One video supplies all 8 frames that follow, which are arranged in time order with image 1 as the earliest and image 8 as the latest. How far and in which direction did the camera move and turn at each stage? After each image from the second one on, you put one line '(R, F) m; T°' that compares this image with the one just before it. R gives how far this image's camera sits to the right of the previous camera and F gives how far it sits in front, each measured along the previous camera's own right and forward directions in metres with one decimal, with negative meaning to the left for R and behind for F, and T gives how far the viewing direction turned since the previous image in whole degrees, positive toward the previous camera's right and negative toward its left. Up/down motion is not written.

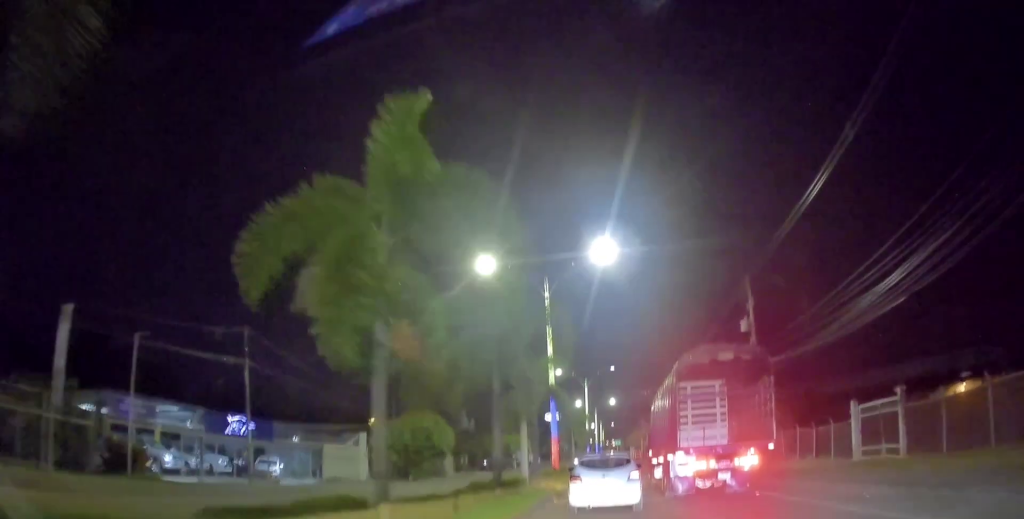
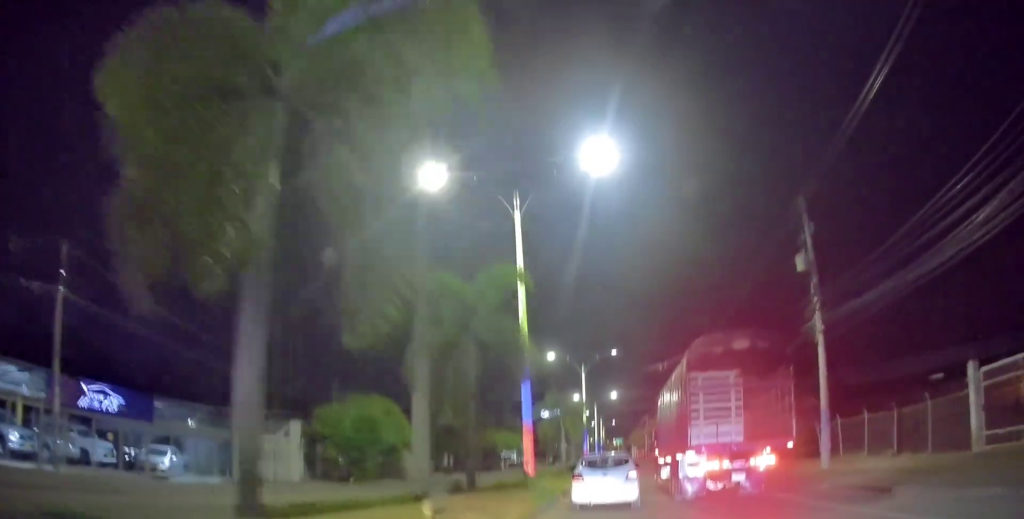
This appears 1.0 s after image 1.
(+0.1, +9.1) m; -2°
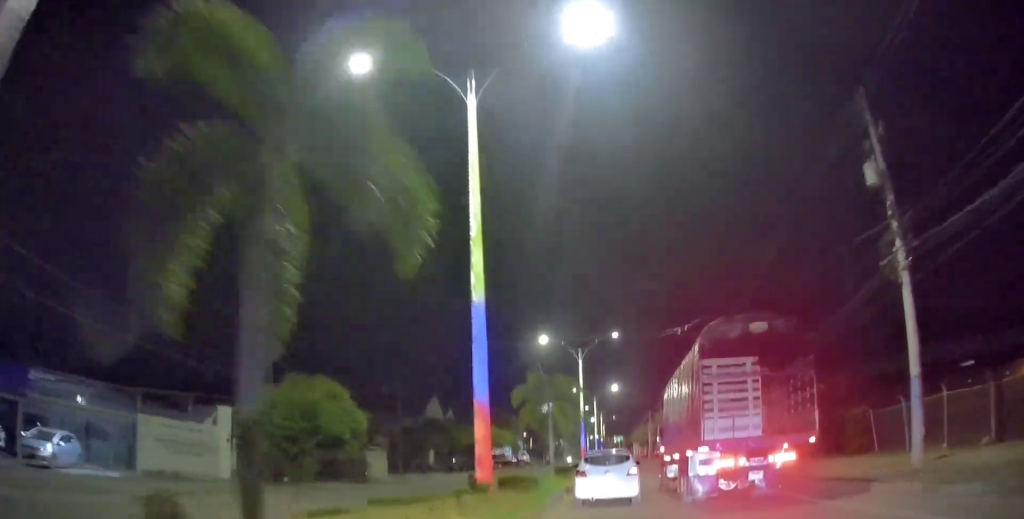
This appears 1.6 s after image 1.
(-0.2, +6.6) m; 0°
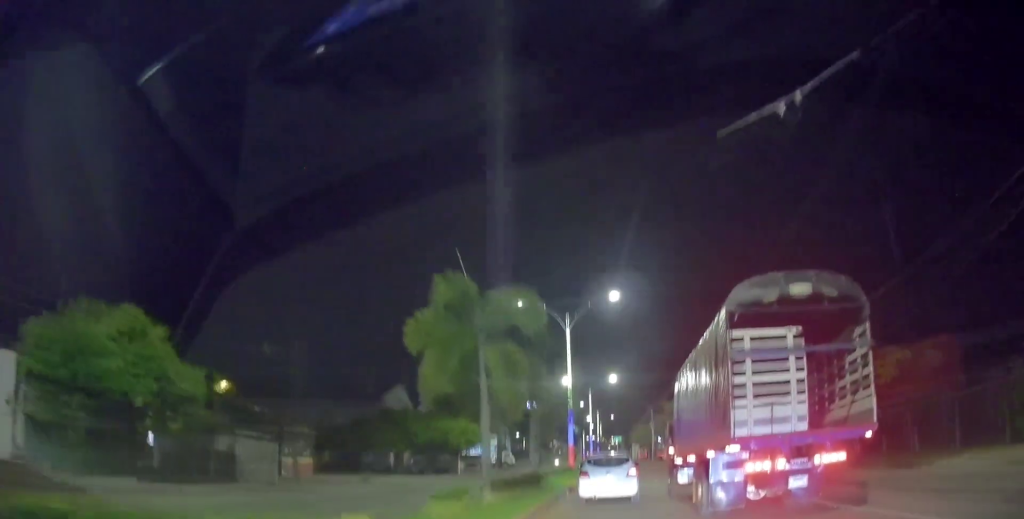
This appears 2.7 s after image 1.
(+0.1, +12.6) m; 0°
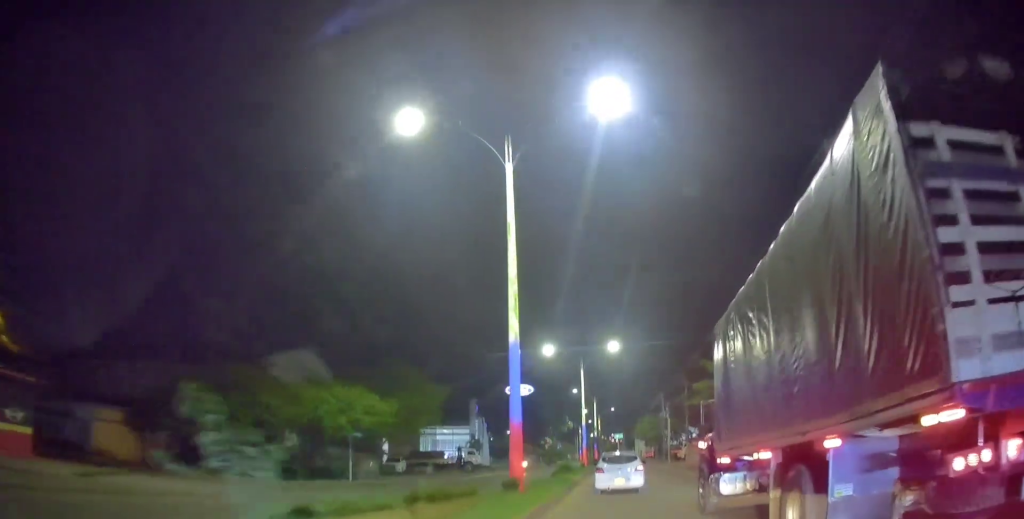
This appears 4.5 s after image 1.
(-0.5, +21.5) m; -2°
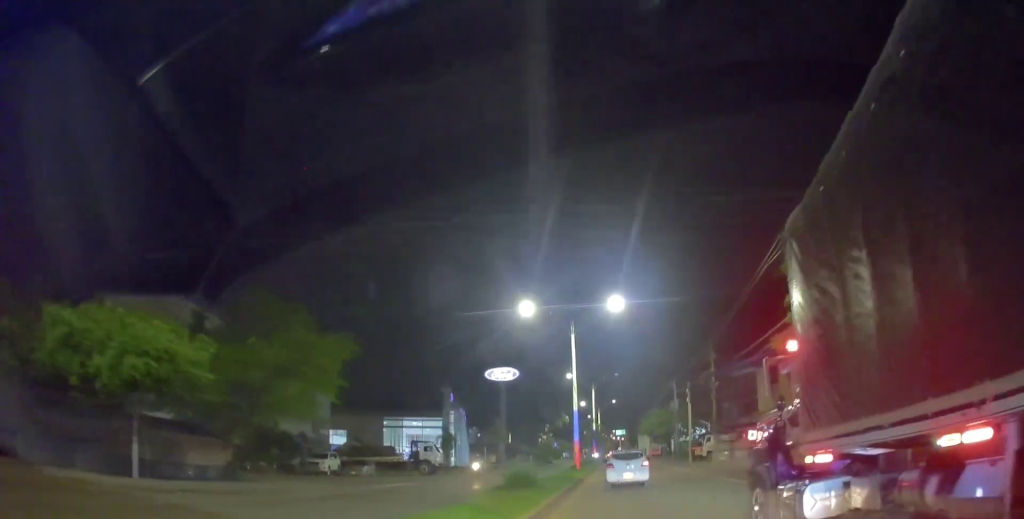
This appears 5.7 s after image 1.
(0.0, +14.8) m; 0°
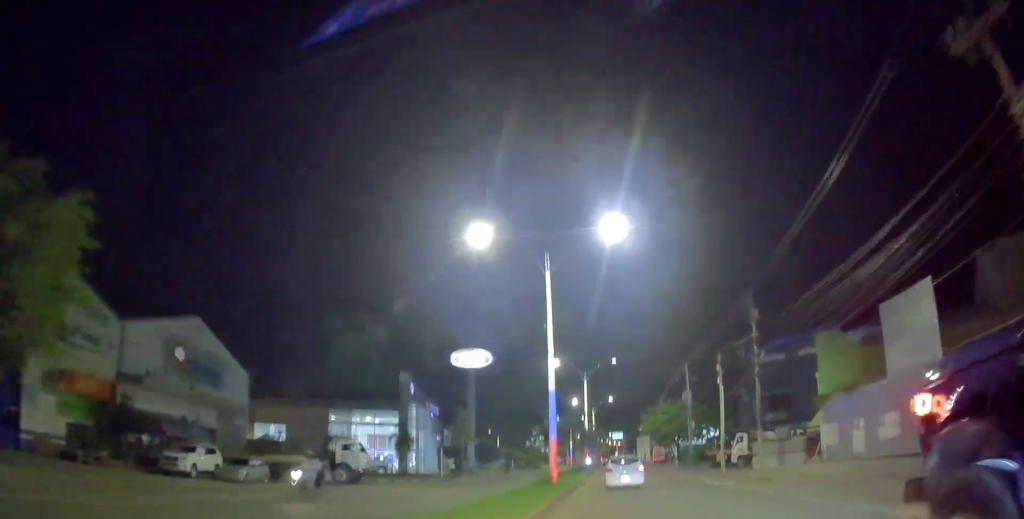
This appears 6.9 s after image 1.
(0.0, +14.0) m; 0°
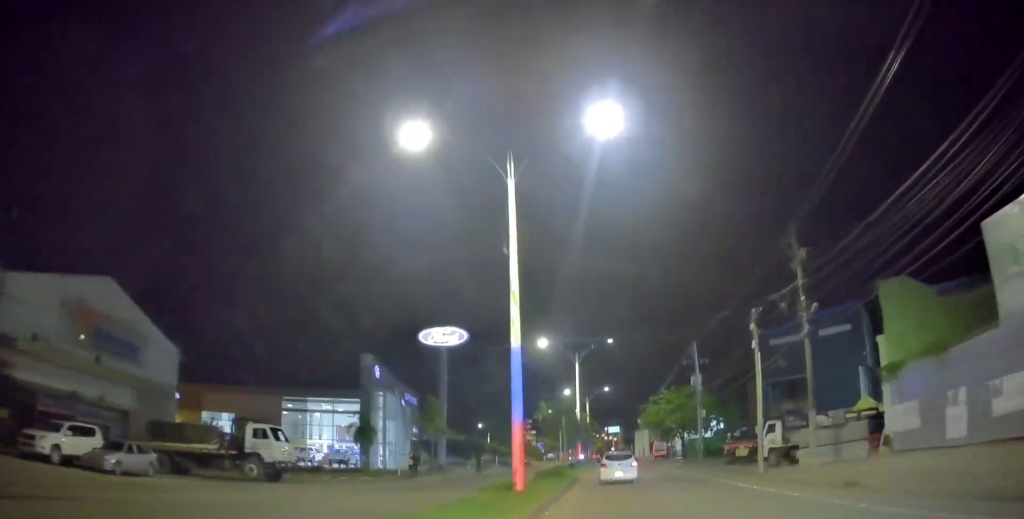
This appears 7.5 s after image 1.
(0.0, +8.5) m; 0°
